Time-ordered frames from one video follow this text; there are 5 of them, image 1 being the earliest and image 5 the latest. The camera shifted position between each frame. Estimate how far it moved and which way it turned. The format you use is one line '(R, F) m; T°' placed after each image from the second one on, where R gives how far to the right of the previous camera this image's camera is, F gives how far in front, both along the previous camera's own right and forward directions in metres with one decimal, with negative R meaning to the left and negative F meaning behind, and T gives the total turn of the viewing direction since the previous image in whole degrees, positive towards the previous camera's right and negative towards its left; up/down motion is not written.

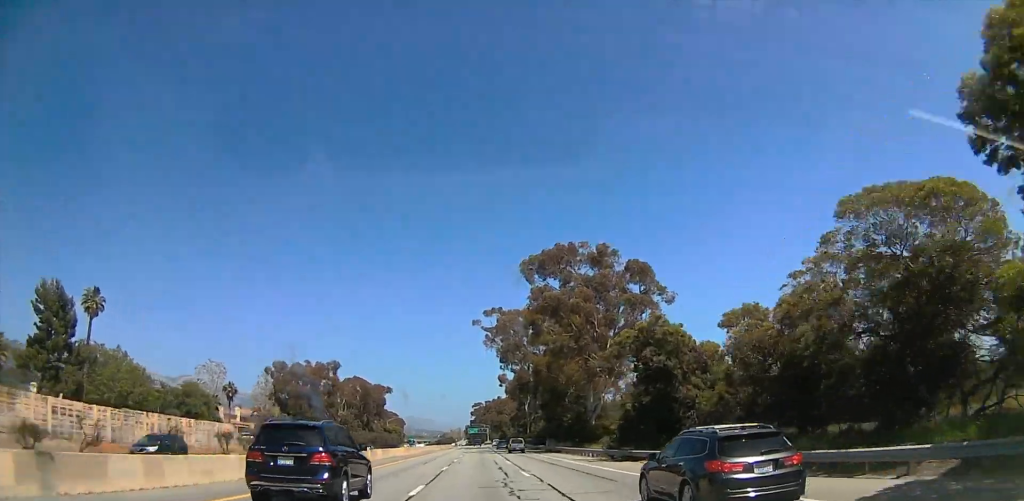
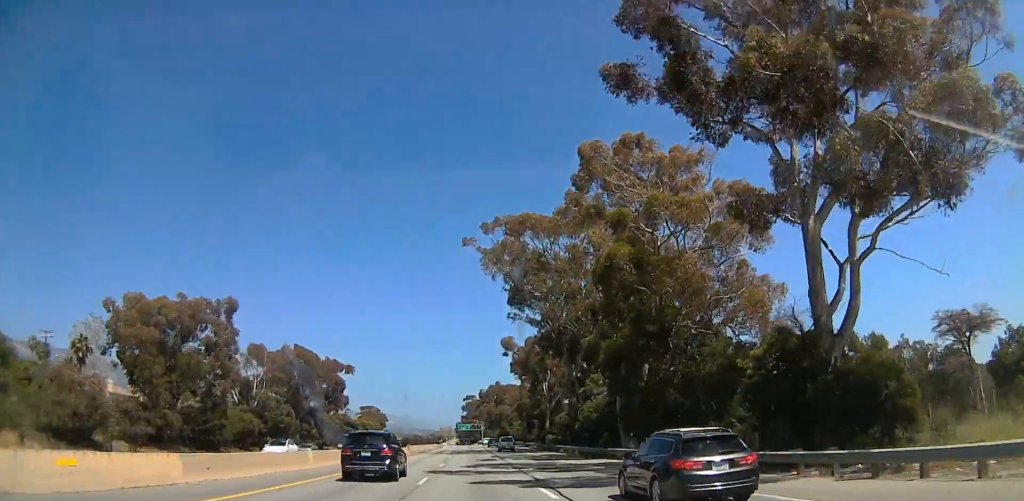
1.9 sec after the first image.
(-0.2, +56.7) m; -1°
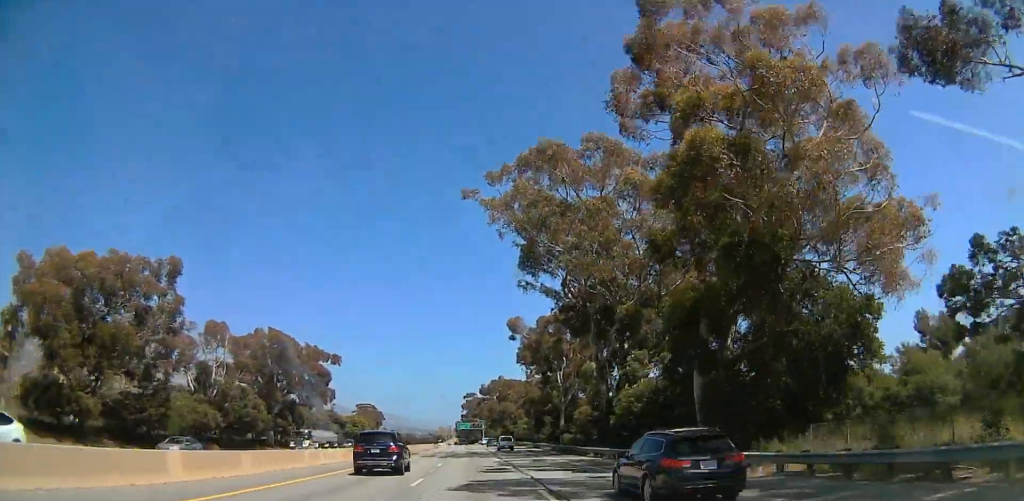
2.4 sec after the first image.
(-0.1, +17.2) m; 0°
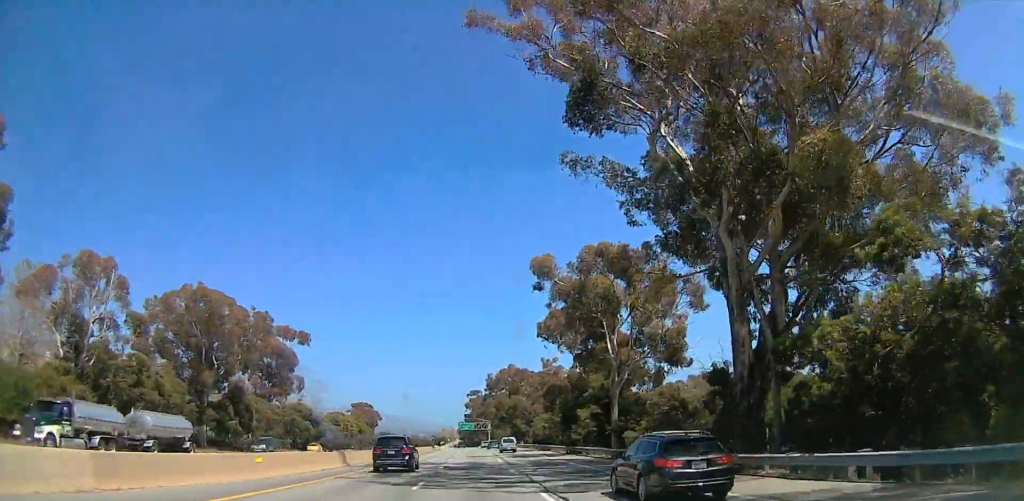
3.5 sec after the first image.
(0.0, +29.3) m; +1°
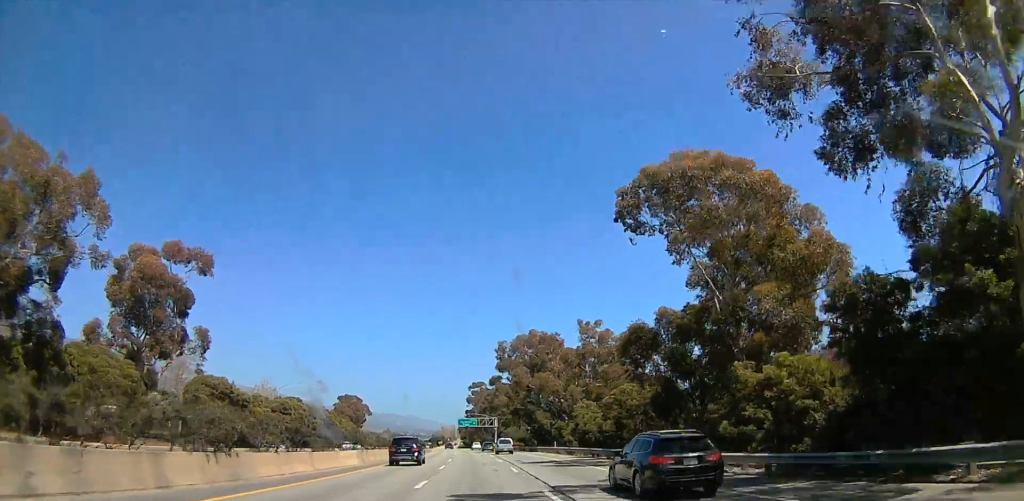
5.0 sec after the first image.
(+0.7, +39.4) m; -1°
